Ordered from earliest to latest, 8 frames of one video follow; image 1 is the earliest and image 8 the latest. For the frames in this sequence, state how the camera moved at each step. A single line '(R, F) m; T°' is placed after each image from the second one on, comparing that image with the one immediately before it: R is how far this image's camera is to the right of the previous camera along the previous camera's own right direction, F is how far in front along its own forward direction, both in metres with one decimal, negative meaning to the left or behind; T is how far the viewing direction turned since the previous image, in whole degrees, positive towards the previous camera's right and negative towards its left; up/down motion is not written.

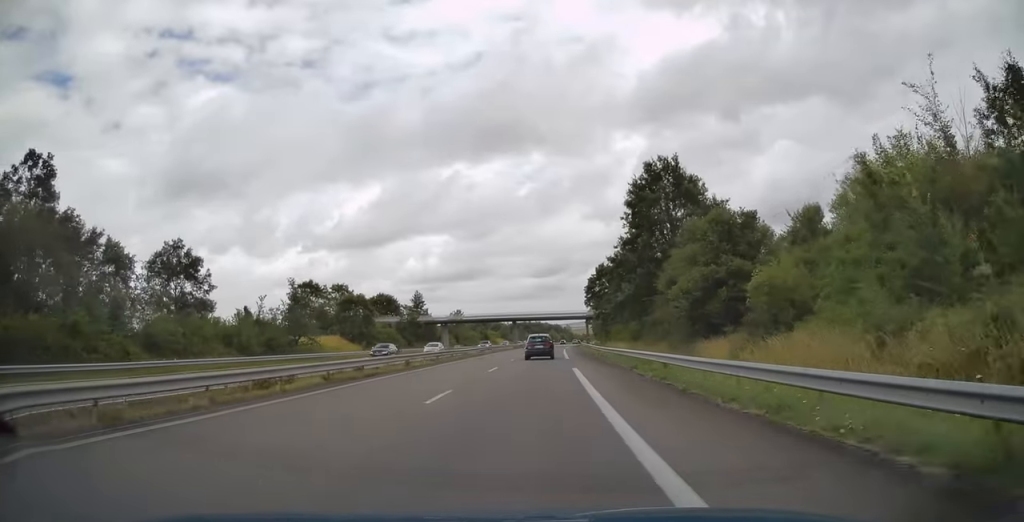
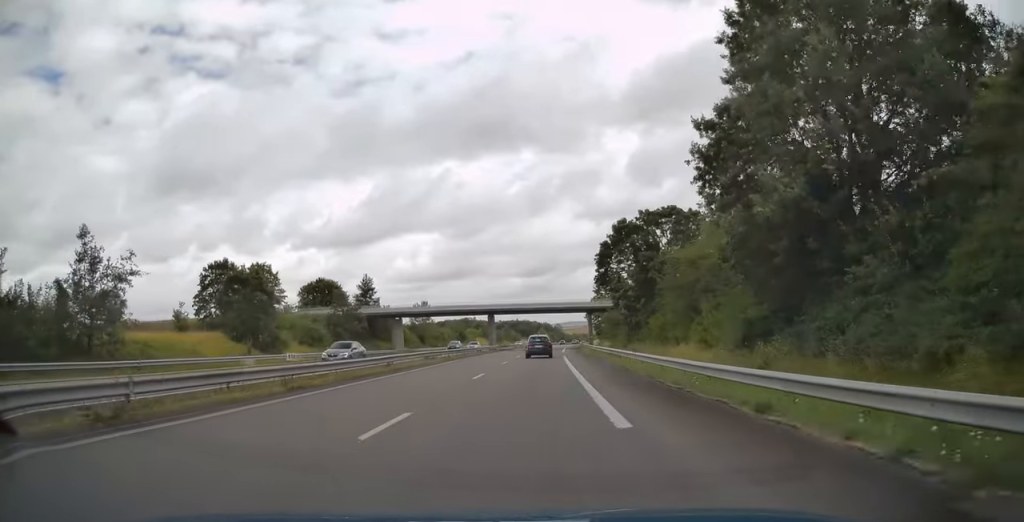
(+0.2, +31.0) m; +1°
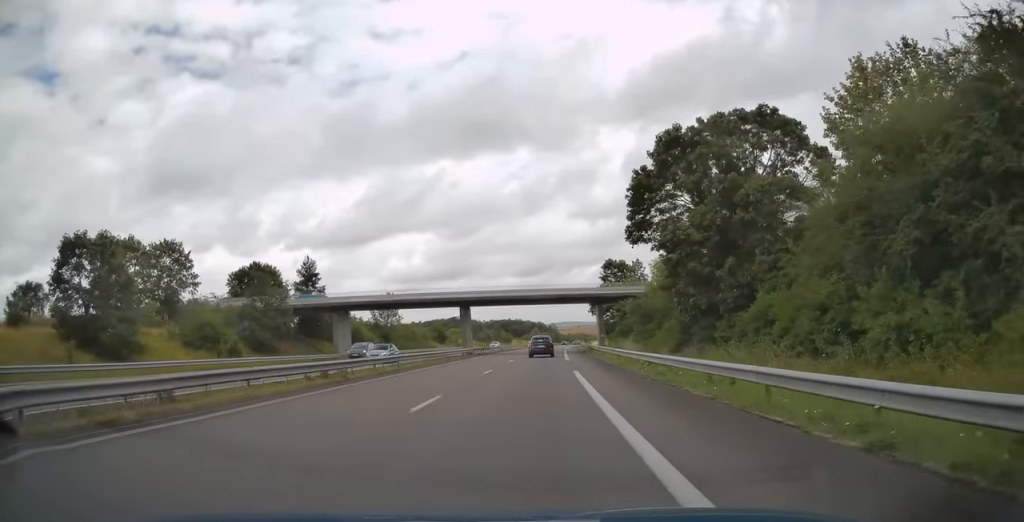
(+0.1, +22.8) m; +1°
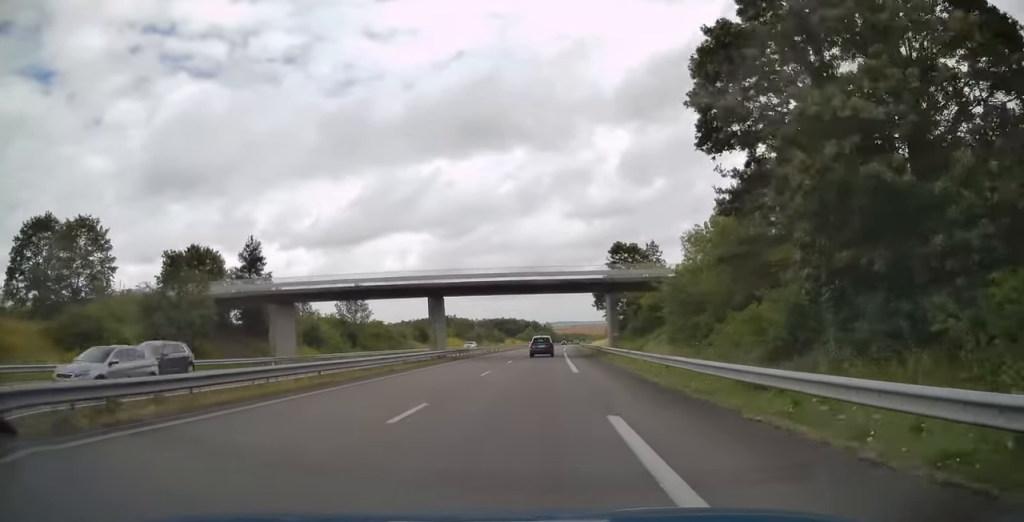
(+0.1, +14.6) m; 0°
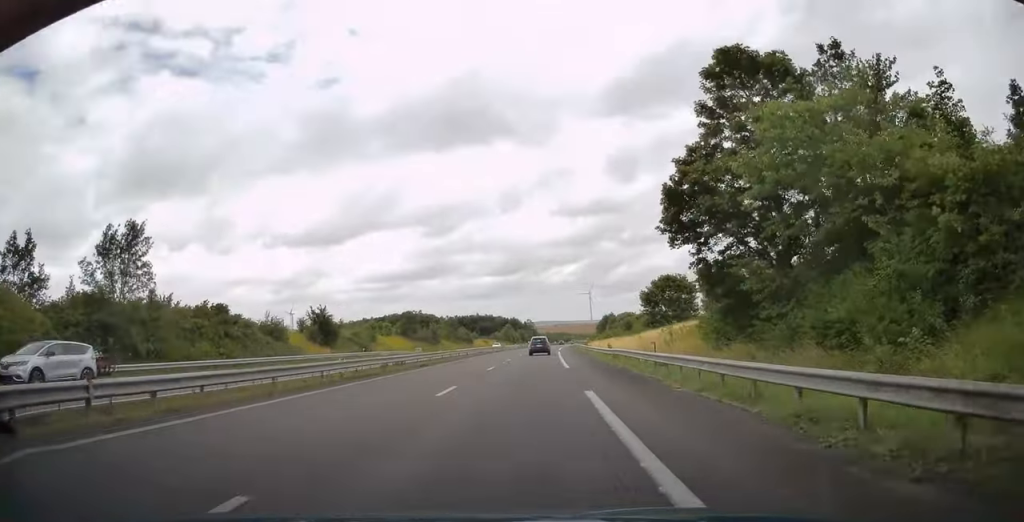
(+0.5, +47.3) m; +2°
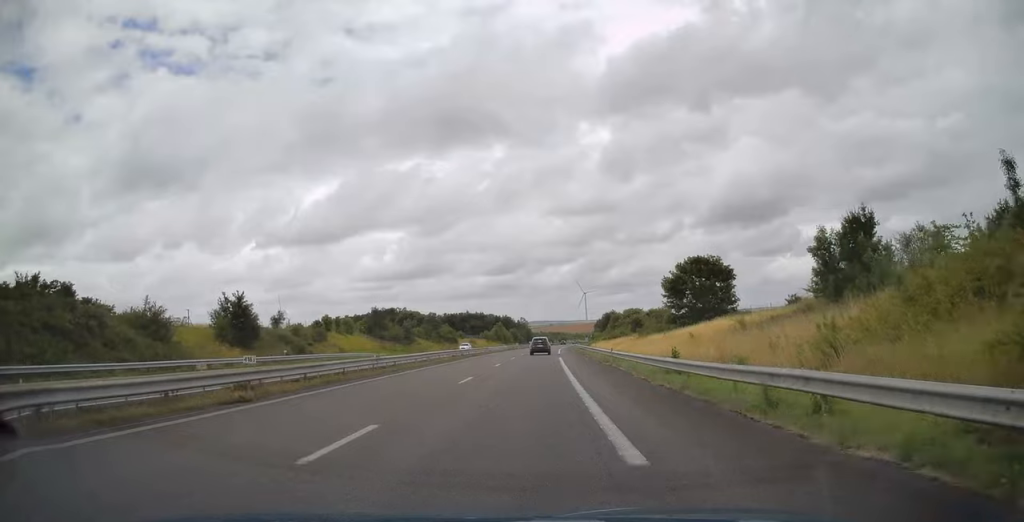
(+0.2, +21.2) m; +1°
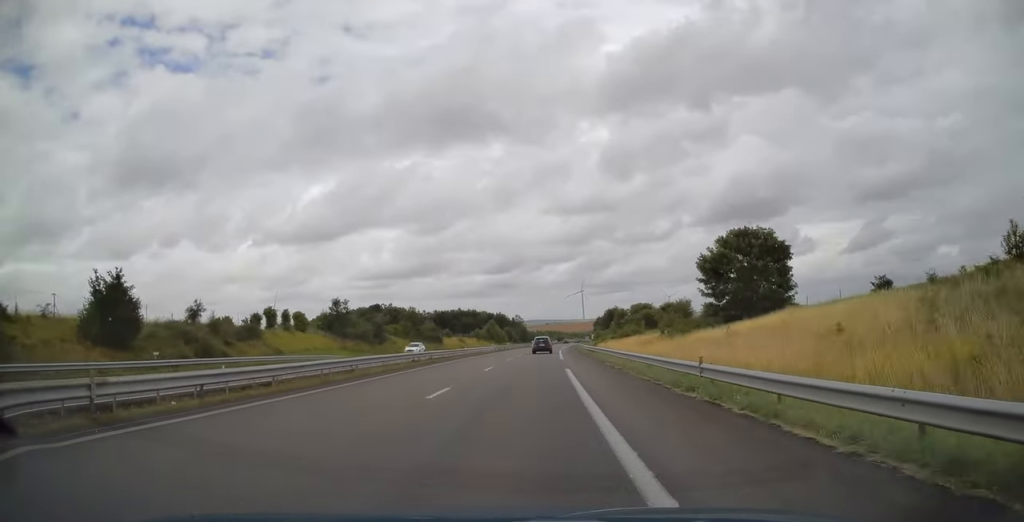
(+0.1, +18.5) m; 0°
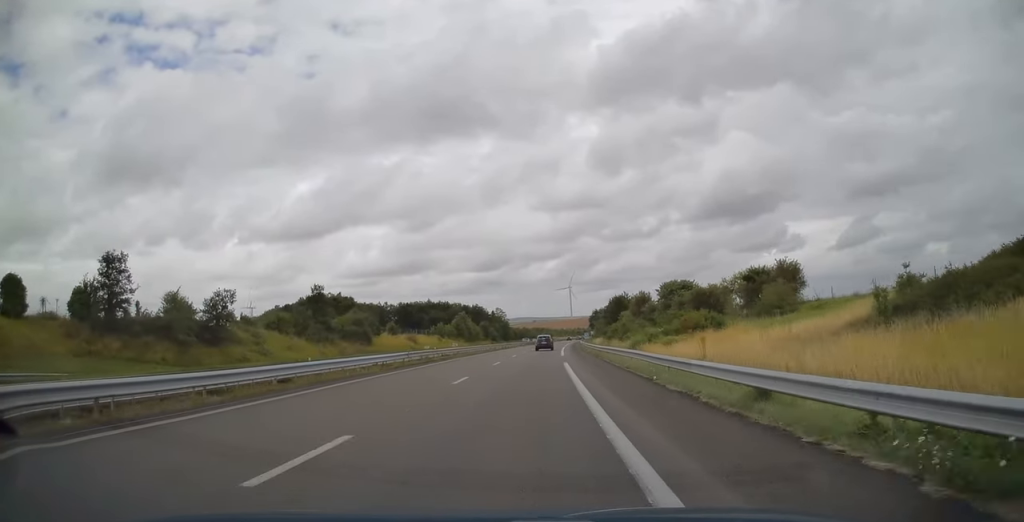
(+0.4, +47.9) m; +1°
